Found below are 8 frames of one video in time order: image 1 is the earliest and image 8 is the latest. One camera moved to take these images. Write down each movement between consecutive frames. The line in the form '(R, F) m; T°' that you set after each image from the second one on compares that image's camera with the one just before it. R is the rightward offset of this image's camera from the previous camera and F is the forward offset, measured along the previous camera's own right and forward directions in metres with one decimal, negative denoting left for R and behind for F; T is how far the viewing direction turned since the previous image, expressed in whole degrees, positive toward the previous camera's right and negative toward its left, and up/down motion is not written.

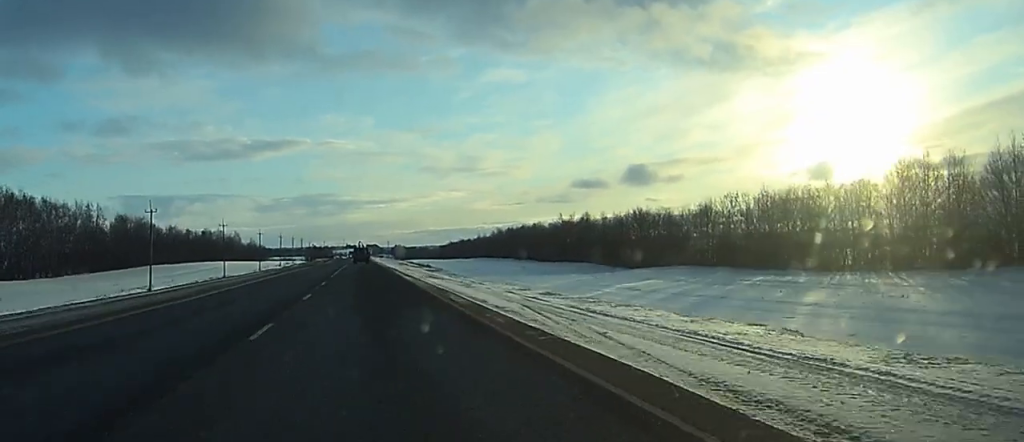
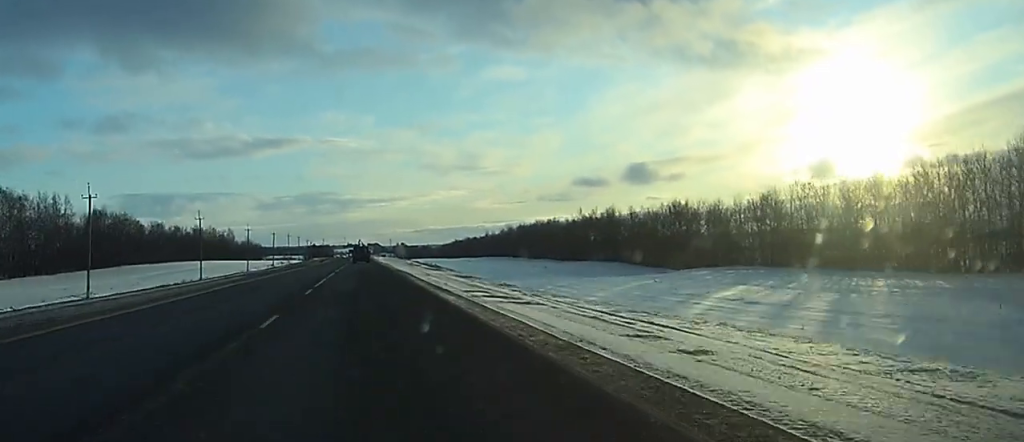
(0.0, +22.0) m; 0°
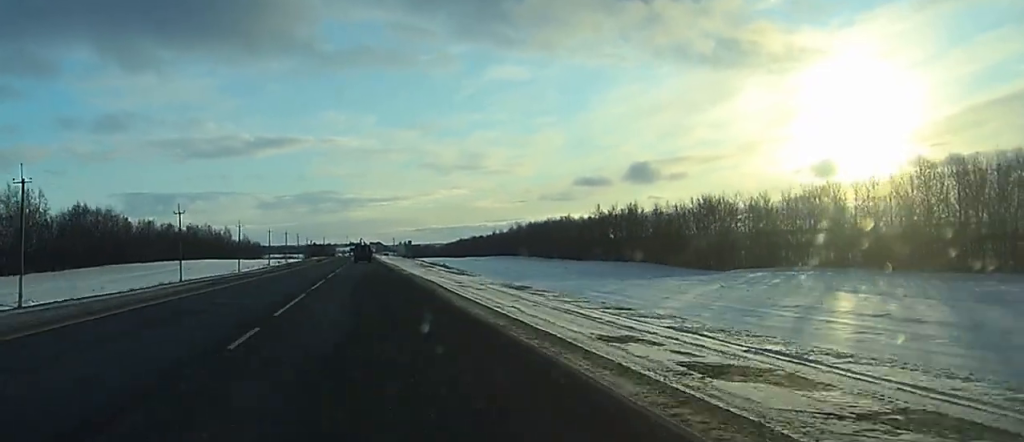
(0.0, +15.3) m; 0°
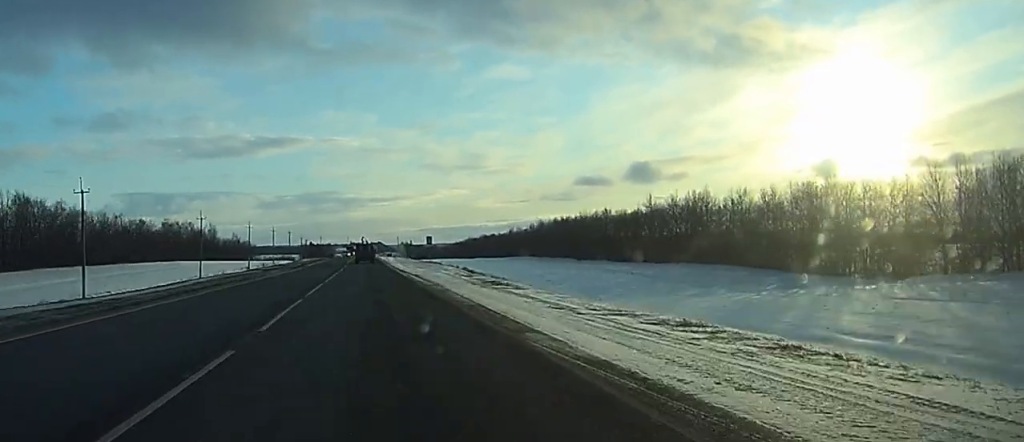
(0.0, +39.0) m; 0°
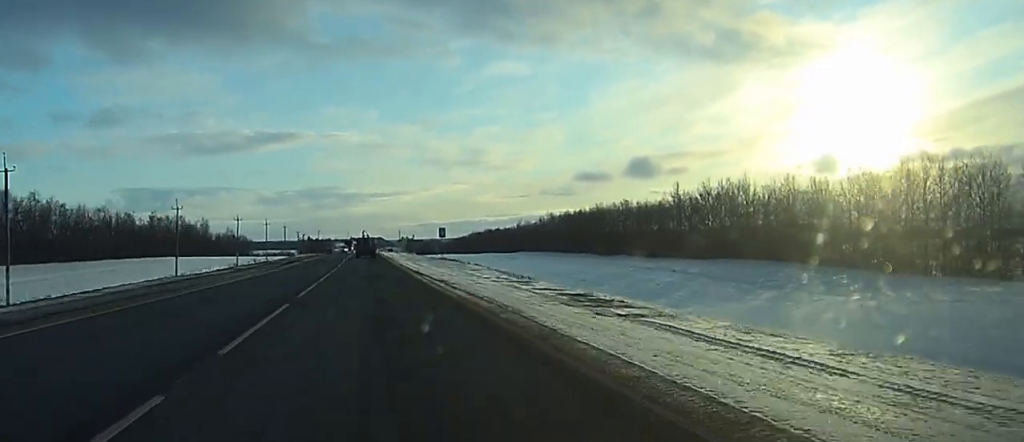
(0.0, +16.1) m; 0°
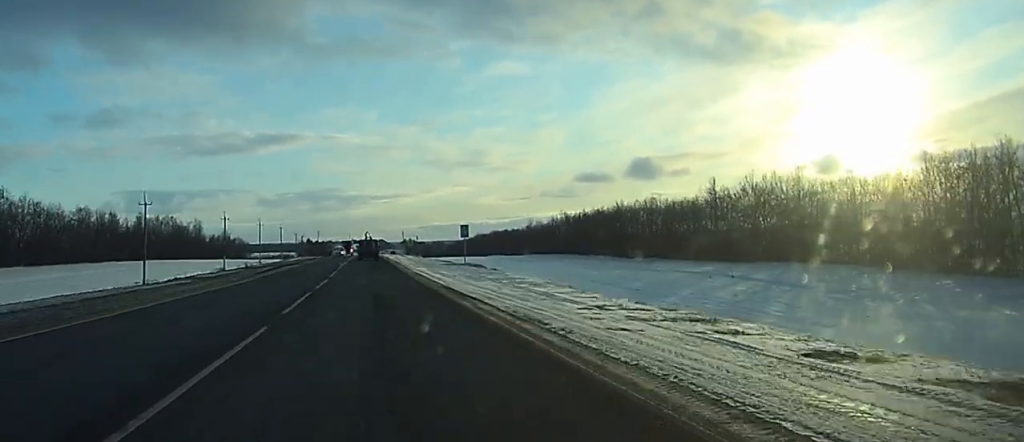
(0.0, +16.8) m; 0°
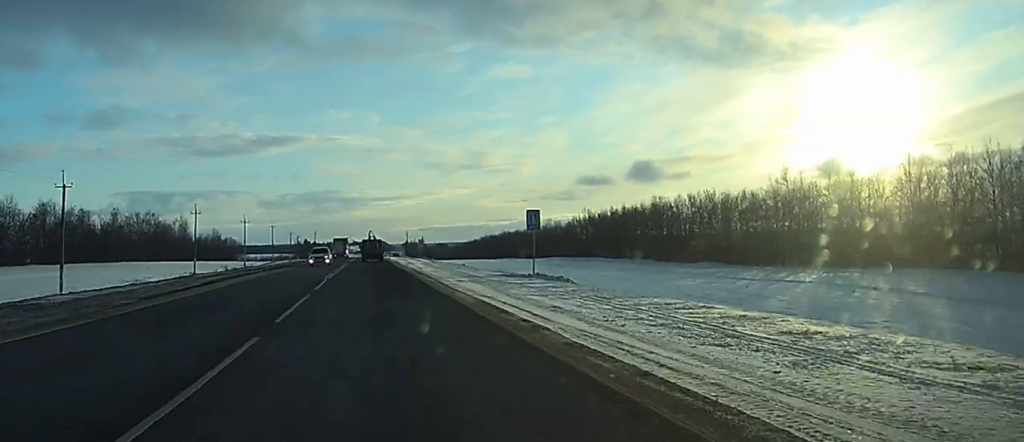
(-0.1, +25.9) m; 0°
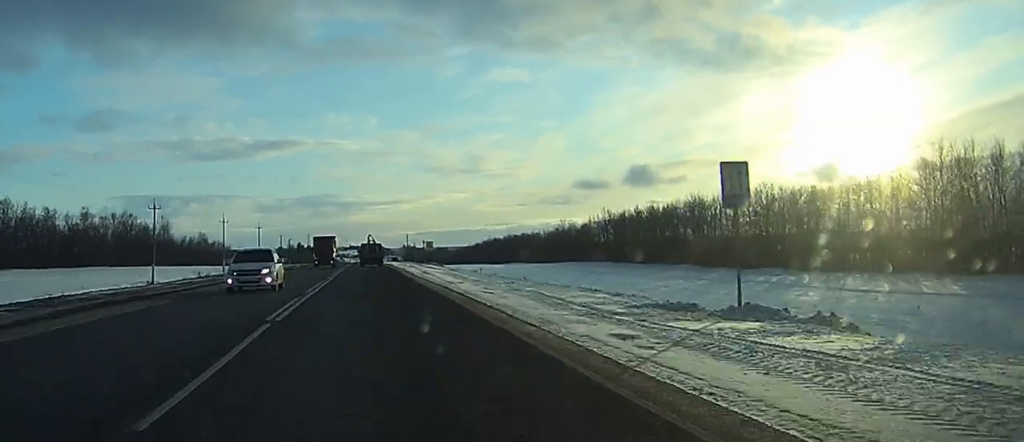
(0.0, +21.8) m; 0°
